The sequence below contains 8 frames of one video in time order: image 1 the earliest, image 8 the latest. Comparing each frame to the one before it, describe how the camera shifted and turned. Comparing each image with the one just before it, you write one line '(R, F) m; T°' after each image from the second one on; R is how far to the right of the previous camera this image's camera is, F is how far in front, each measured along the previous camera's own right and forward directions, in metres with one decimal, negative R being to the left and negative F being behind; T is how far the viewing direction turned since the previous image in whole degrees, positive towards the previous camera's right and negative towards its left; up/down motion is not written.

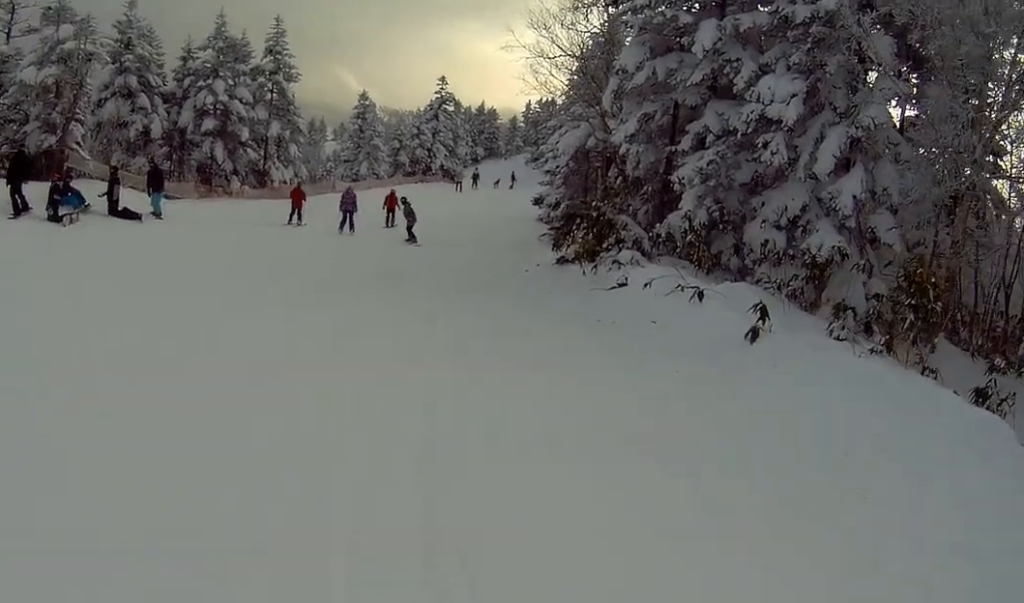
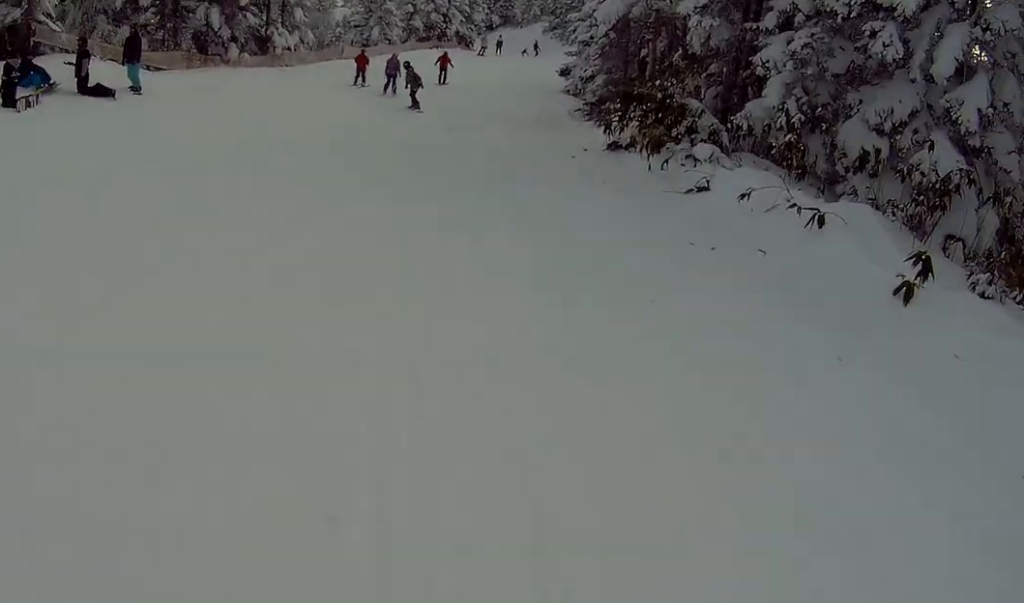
(-1.2, +5.9) m; -2°
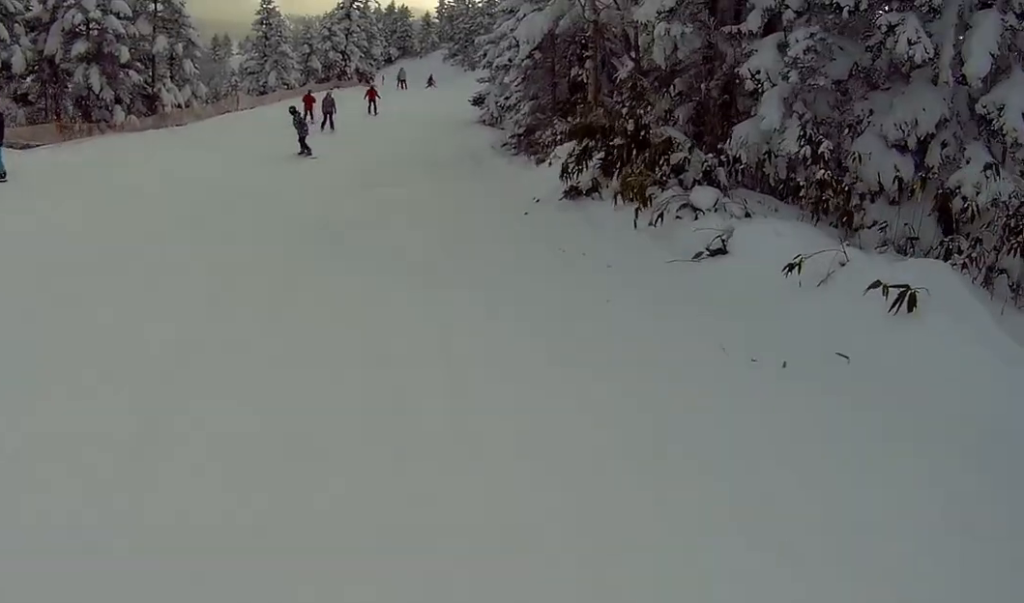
(+0.7, +5.4) m; 0°
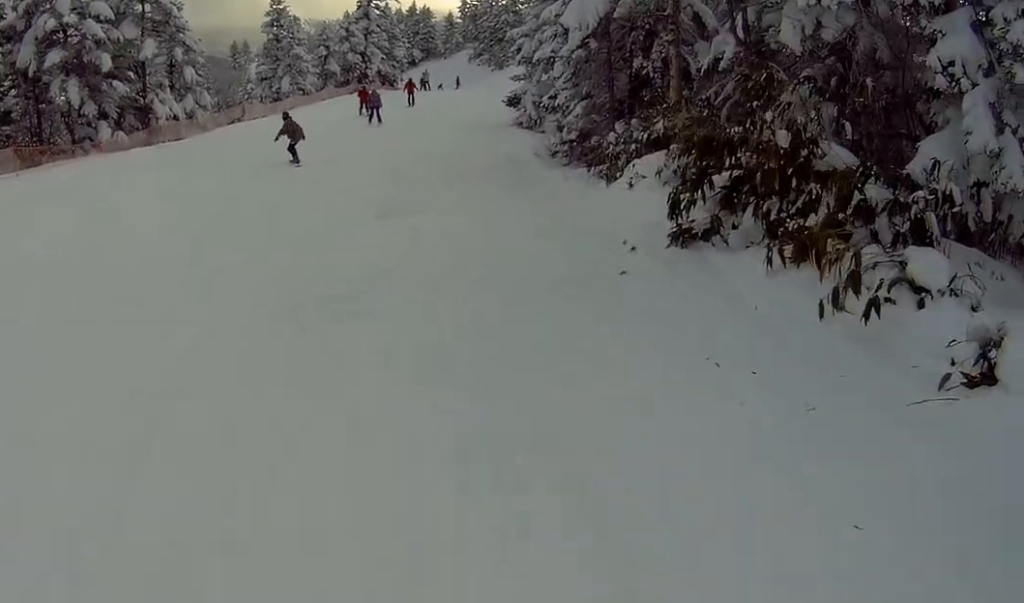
(-0.5, +5.9) m; -11°
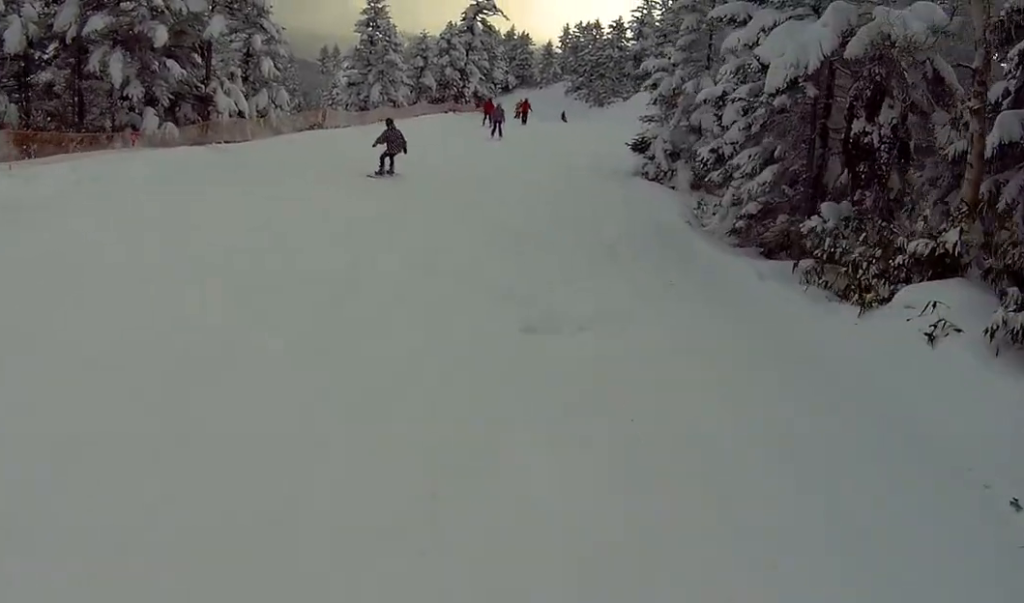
(-0.7, +6.1) m; -2°
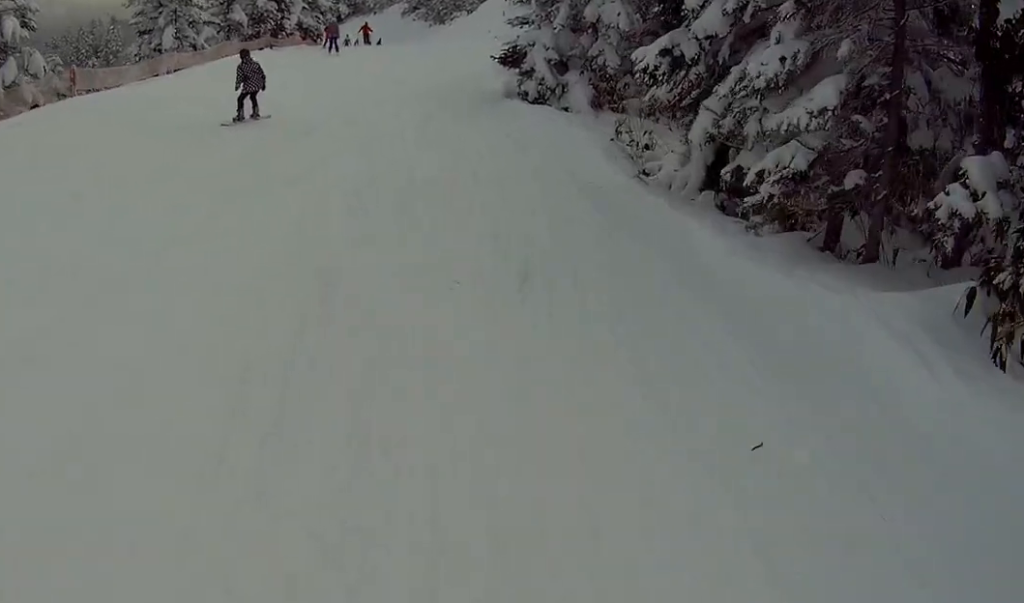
(+0.7, +6.8) m; +10°
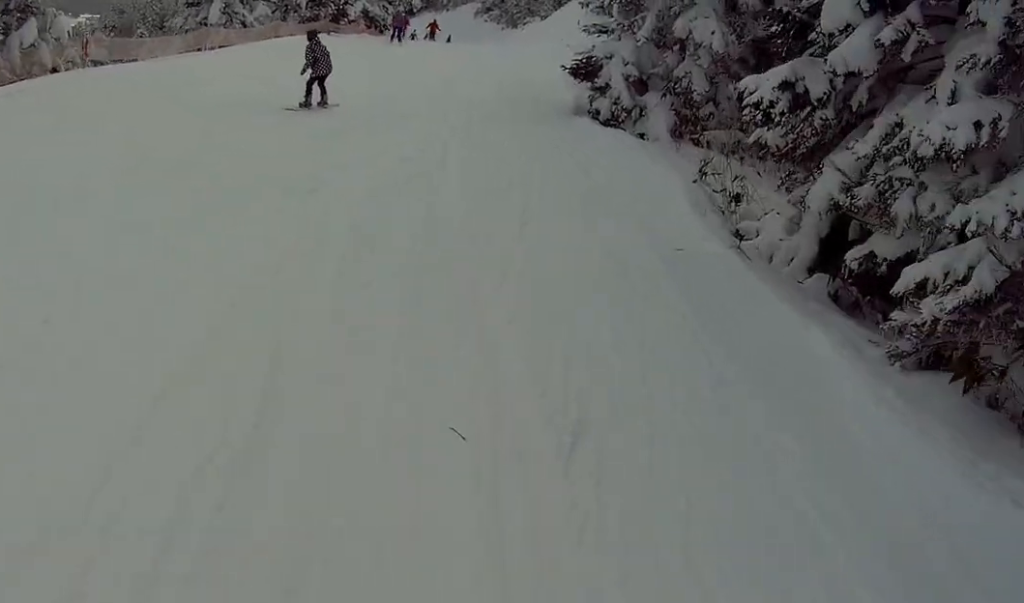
(+0.1, +2.0) m; 0°
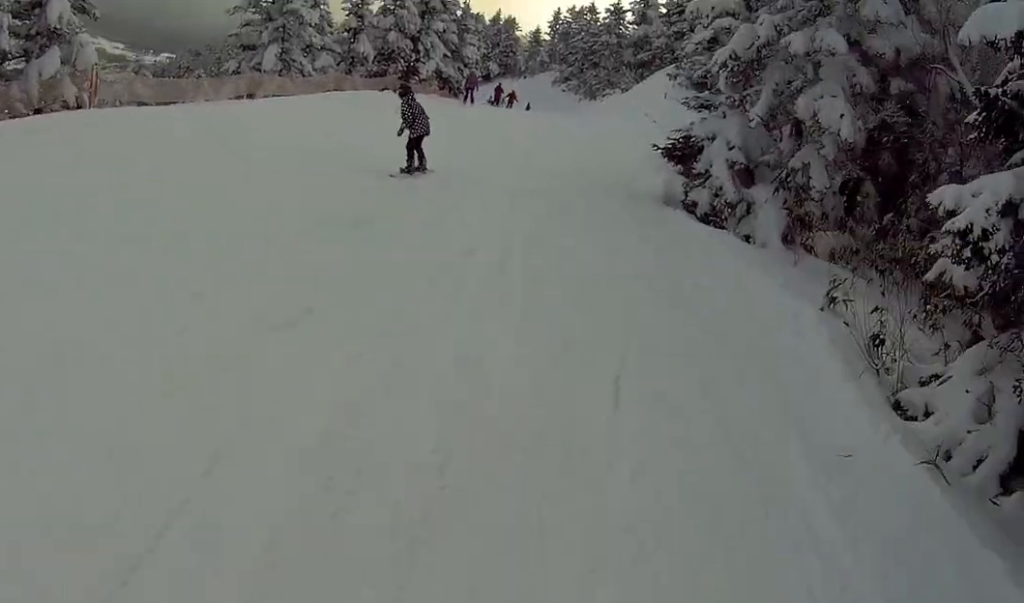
(+0.1, +2.2) m; -2°
